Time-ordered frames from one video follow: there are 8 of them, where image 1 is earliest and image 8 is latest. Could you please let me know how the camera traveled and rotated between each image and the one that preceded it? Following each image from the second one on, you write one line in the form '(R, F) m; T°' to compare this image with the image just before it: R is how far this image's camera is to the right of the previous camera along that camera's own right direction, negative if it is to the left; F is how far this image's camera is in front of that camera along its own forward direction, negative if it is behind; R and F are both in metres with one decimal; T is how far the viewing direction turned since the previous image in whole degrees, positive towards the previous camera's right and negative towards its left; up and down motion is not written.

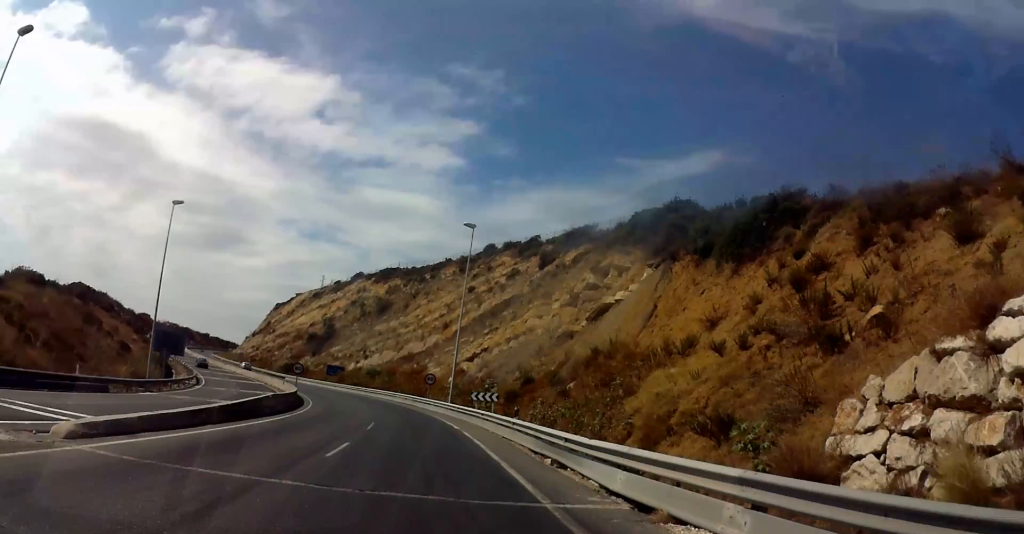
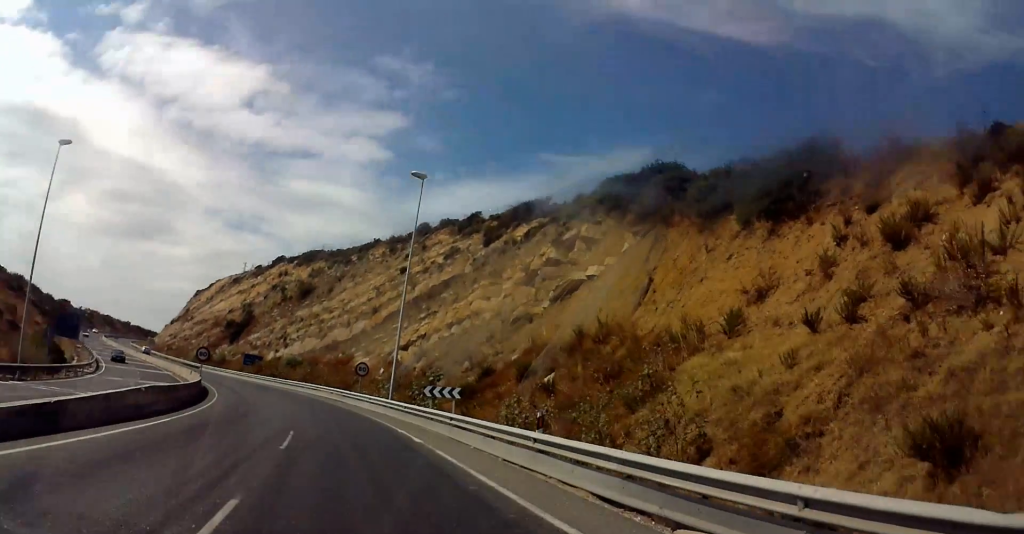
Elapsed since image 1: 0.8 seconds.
(+1.7, +8.9) m; +14°
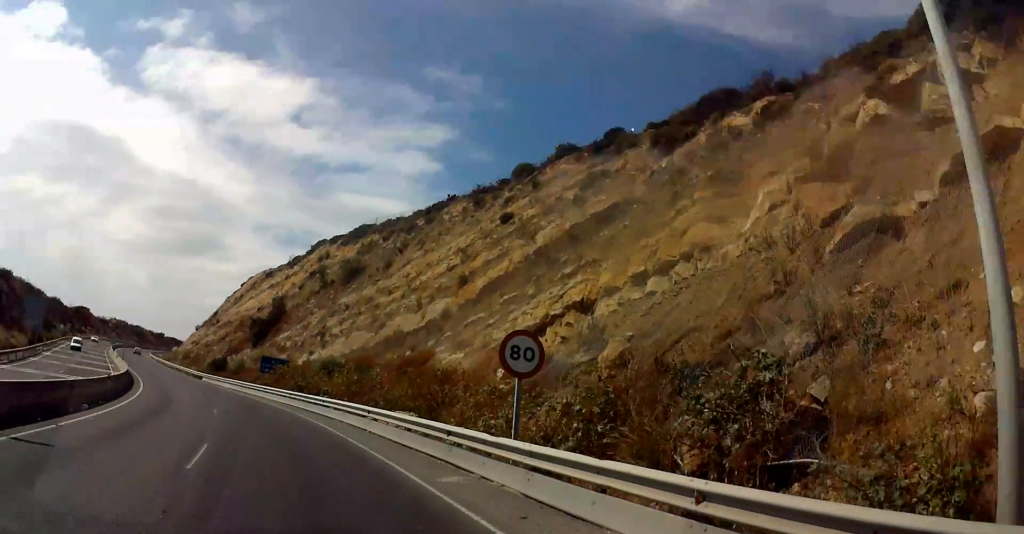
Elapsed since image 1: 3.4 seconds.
(+0.6, +29.5) m; -5°
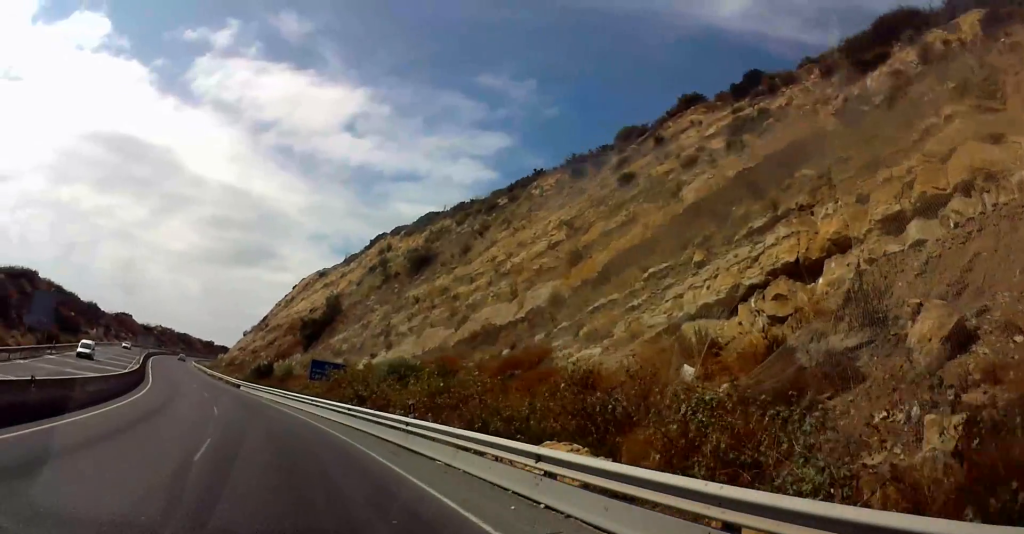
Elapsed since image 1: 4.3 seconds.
(-0.1, +12.2) m; -5°
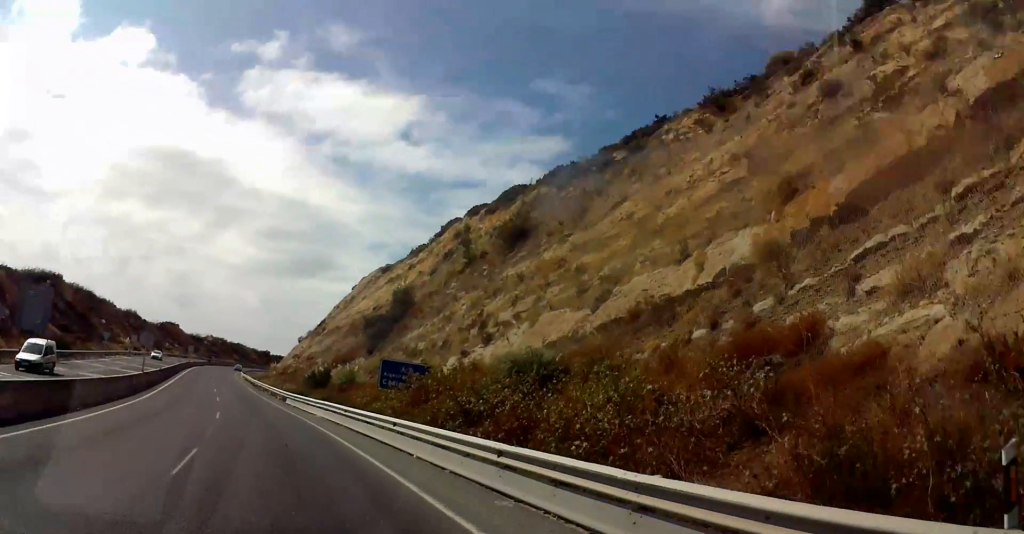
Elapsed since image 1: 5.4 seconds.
(-1.2, +13.6) m; -8°
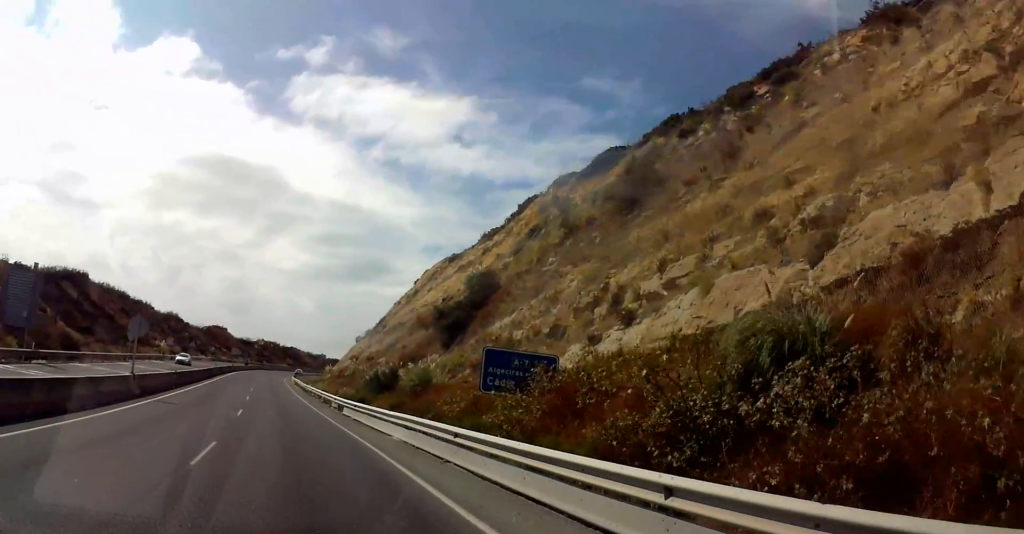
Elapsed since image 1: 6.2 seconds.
(-0.6, +12.2) m; -3°
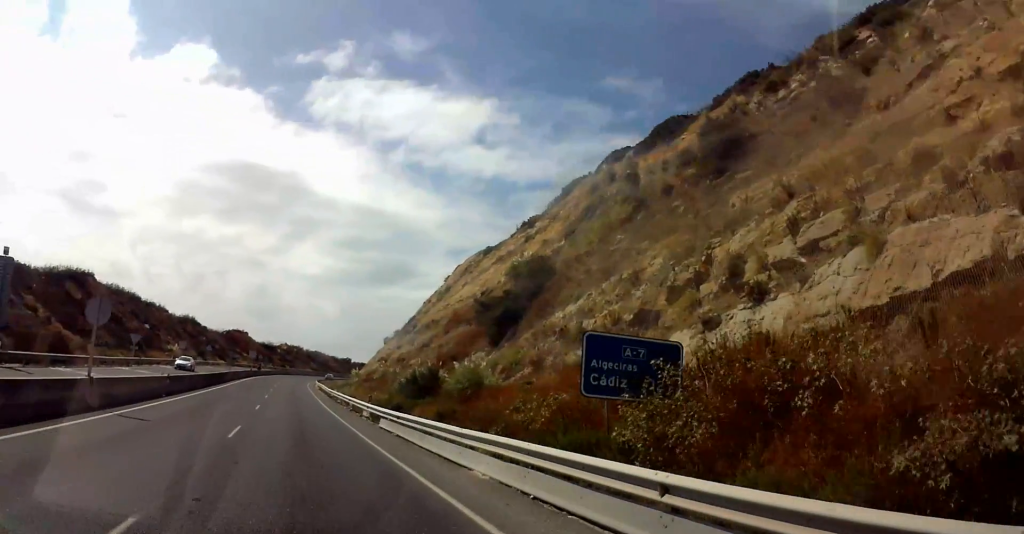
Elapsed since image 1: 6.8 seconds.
(0.0, +8.1) m; 0°
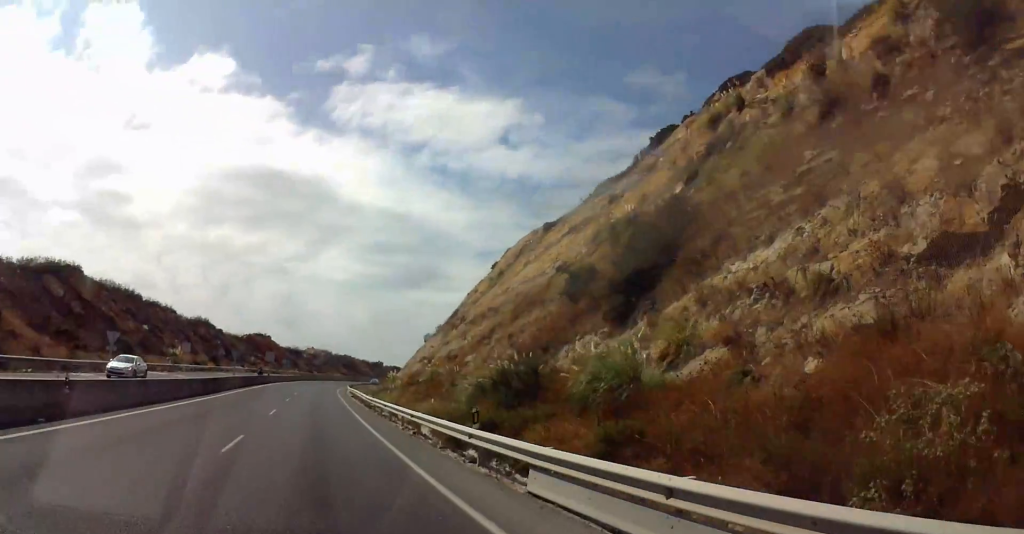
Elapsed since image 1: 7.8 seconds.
(-0.1, +15.5) m; 0°
